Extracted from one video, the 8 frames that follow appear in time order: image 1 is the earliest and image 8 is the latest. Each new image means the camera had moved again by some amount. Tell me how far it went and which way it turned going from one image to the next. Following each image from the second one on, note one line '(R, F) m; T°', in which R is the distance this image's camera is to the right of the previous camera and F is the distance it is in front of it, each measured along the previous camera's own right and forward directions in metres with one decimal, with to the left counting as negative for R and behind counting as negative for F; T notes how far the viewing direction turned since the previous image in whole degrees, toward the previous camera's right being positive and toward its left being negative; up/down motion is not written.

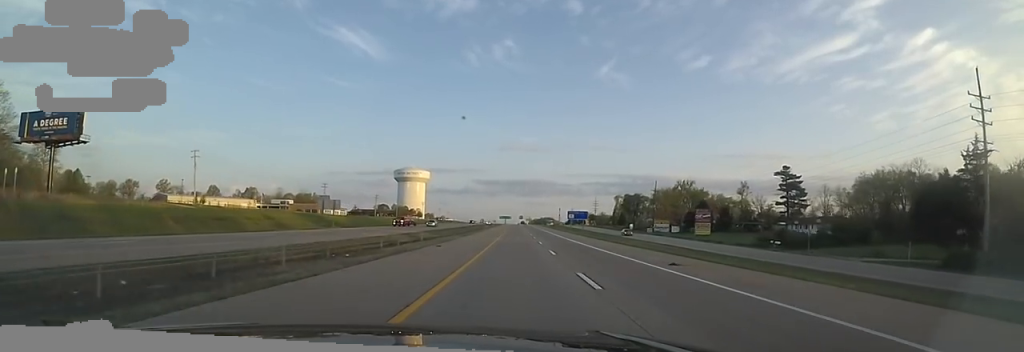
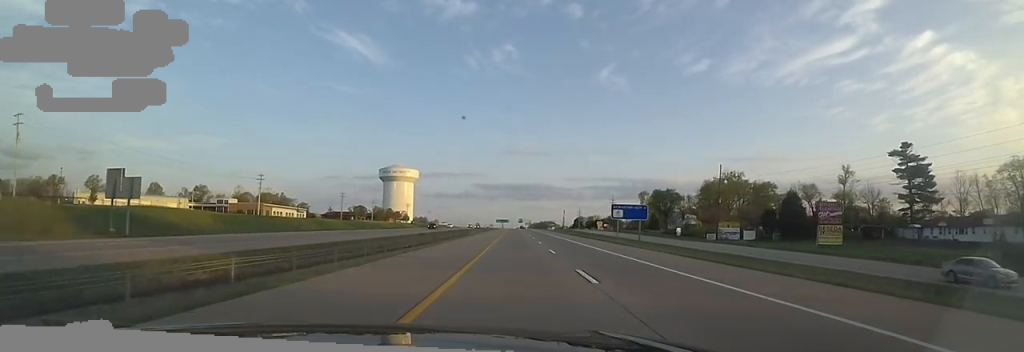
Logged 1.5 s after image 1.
(-1.6, +46.0) m; 0°
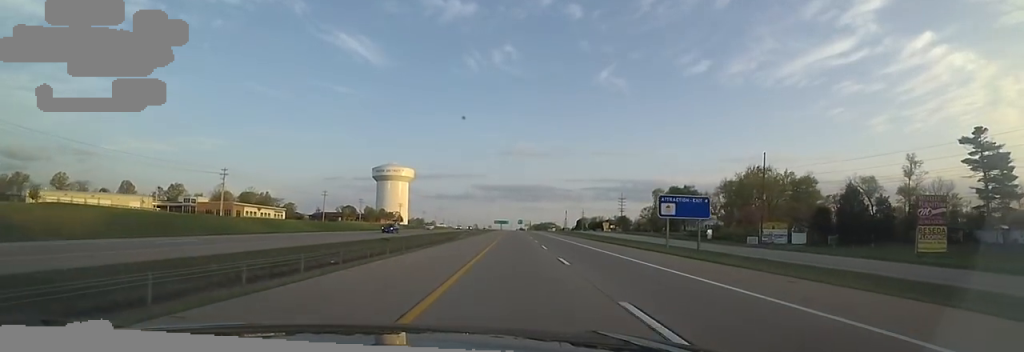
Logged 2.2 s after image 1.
(+0.2, +19.3) m; +3°
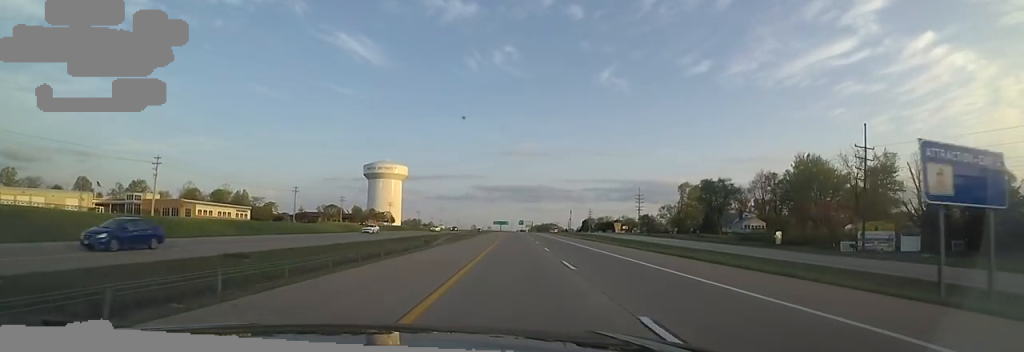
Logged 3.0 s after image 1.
(+1.2, +26.1) m; 0°
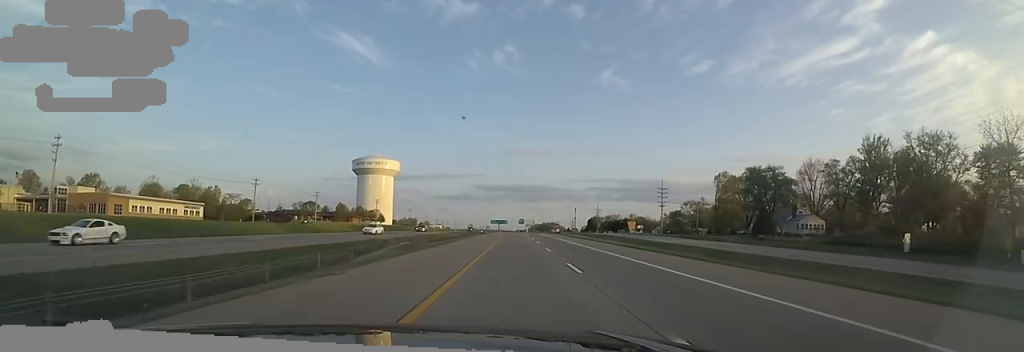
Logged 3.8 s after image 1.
(-0.9, +25.8) m; -1°
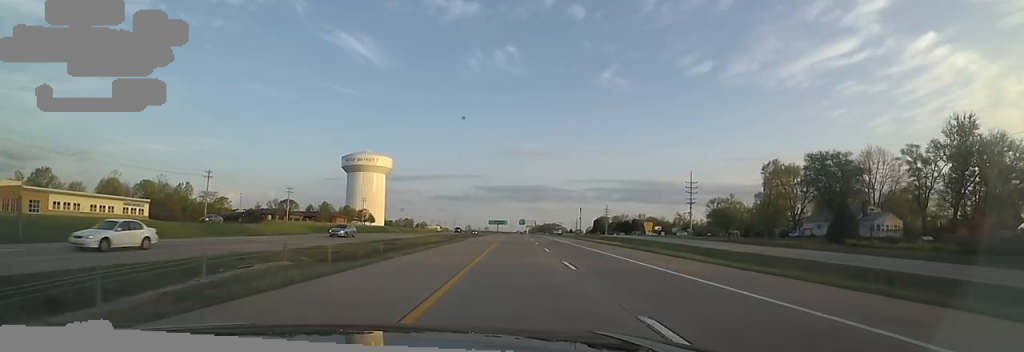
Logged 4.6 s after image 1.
(0.0, +22.5) m; 0°
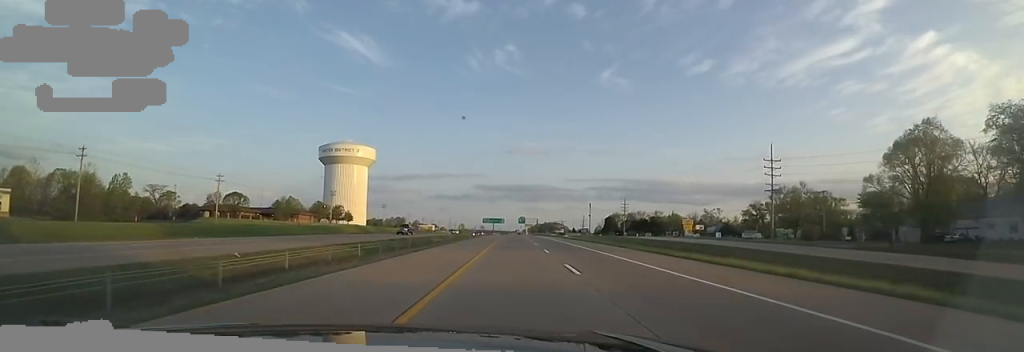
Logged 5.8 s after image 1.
(-0.2, +37.6) m; -1°
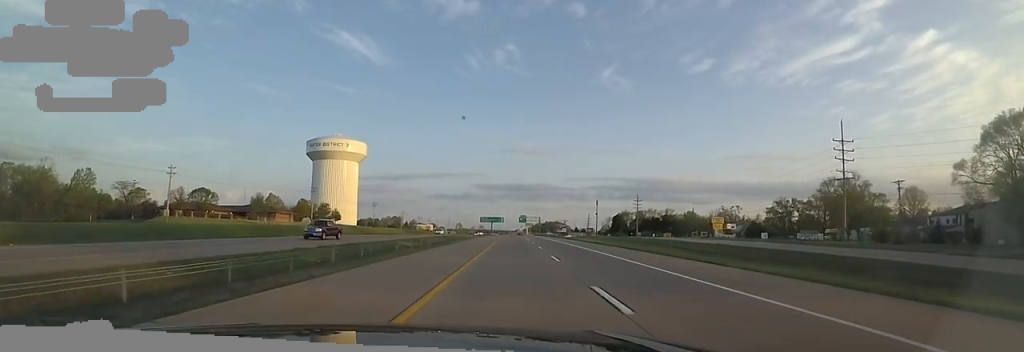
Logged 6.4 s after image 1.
(-0.2, +18.2) m; 0°
